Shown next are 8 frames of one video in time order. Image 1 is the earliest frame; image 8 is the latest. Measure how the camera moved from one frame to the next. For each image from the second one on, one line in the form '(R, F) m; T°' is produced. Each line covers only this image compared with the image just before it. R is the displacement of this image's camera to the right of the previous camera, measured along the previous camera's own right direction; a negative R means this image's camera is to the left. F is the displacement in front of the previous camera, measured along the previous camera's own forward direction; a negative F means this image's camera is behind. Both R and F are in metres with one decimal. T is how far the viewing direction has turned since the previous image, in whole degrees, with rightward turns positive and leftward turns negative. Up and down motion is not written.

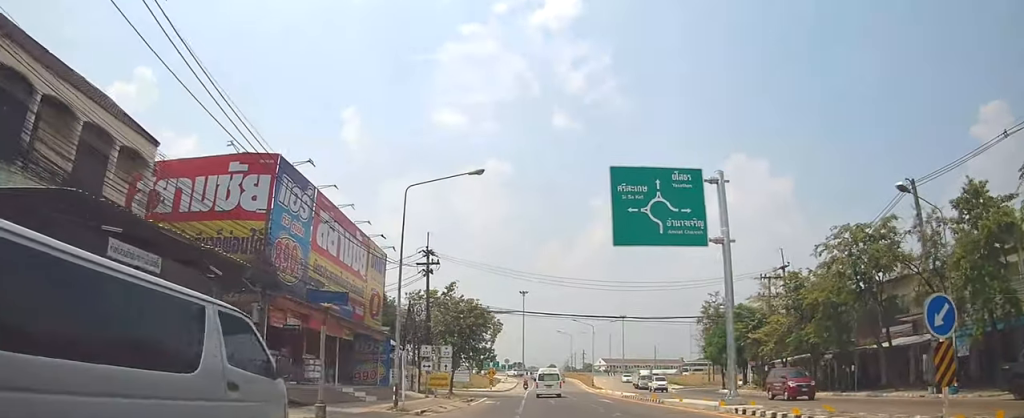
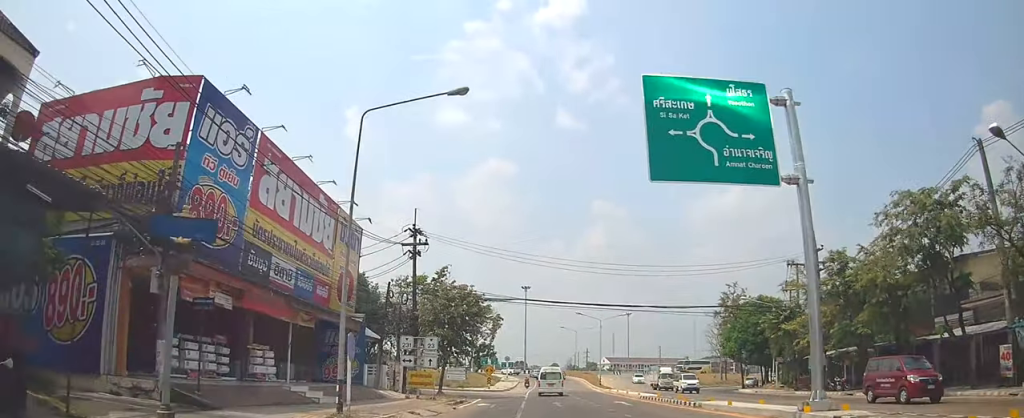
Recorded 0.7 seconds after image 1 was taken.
(0.0, +6.8) m; 0°
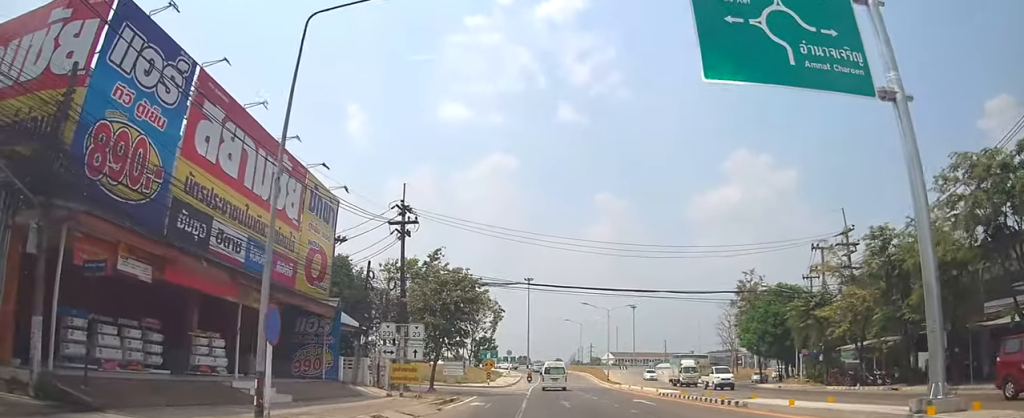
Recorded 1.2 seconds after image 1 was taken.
(+0.2, +5.0) m; +1°
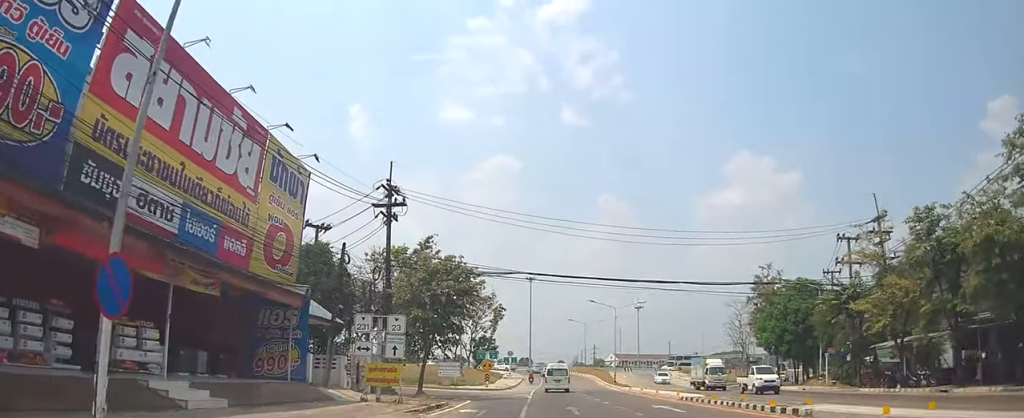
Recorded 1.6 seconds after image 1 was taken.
(0.0, +4.5) m; 0°
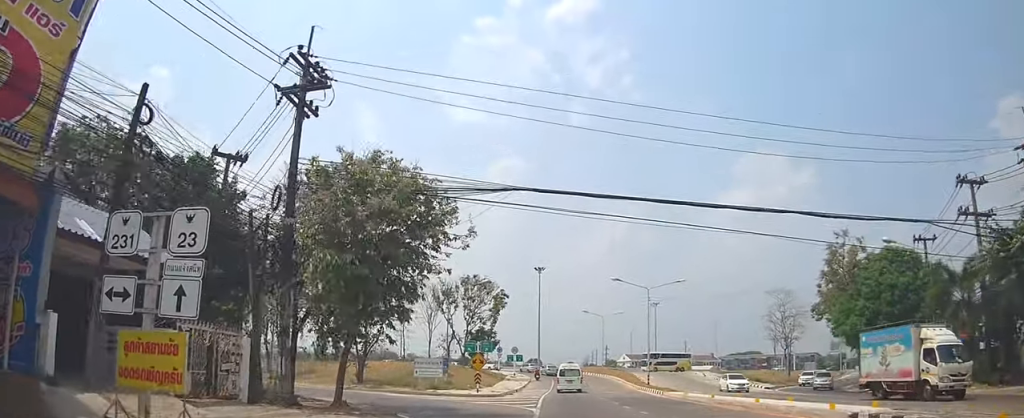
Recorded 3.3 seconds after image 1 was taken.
(-0.4, +15.6) m; -5°
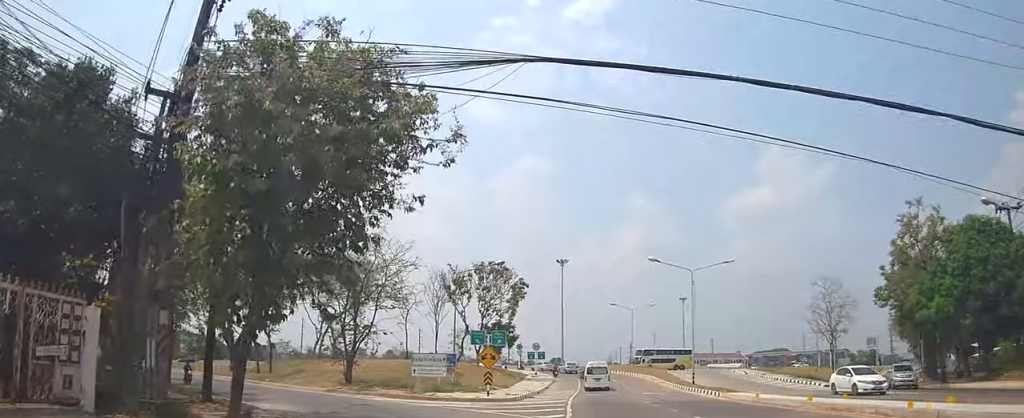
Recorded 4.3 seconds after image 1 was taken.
(-0.4, +8.6) m; -3°
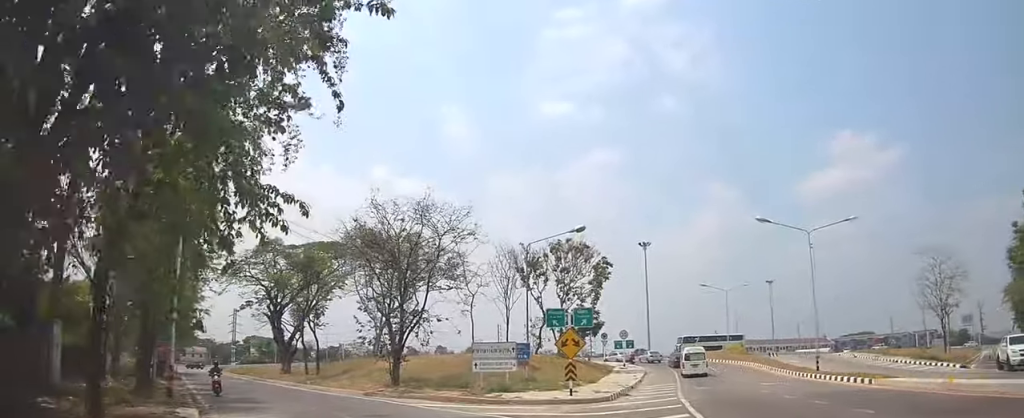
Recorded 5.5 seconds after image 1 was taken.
(+0.1, +8.9) m; +2°
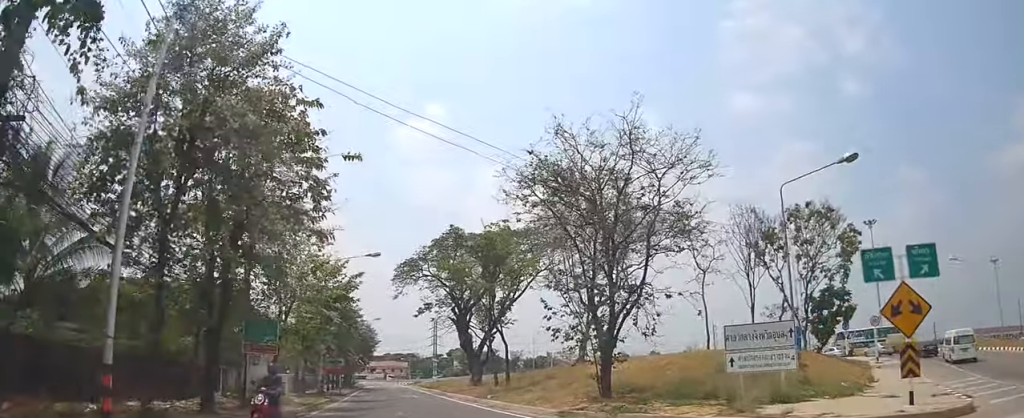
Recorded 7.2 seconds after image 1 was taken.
(-0.3, +11.7) m; -11°
